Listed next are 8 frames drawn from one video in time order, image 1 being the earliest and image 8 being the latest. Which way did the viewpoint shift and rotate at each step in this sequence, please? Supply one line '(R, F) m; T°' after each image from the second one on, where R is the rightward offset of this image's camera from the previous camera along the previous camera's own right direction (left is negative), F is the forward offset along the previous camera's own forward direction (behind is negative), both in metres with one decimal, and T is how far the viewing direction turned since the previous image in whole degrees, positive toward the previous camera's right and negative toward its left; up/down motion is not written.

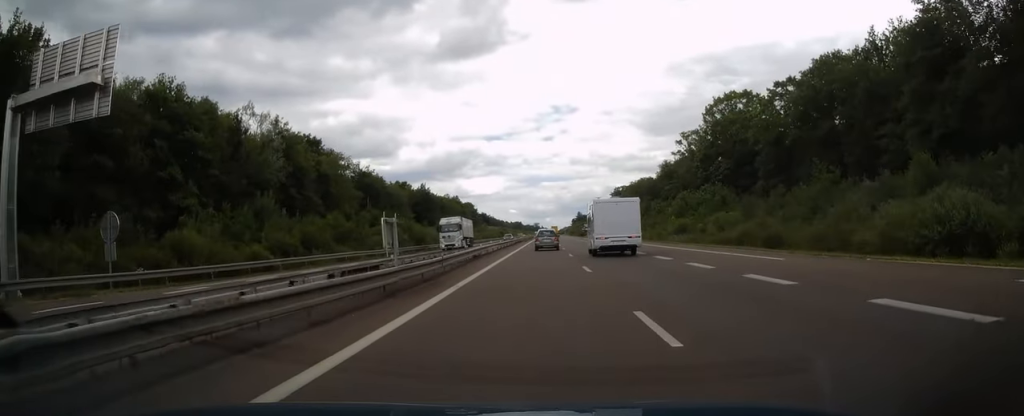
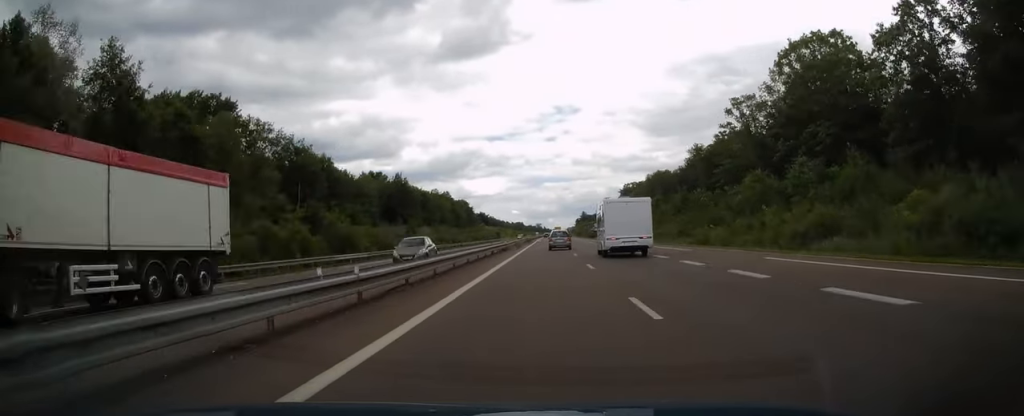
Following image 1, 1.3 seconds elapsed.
(+0.1, +35.8) m; 0°
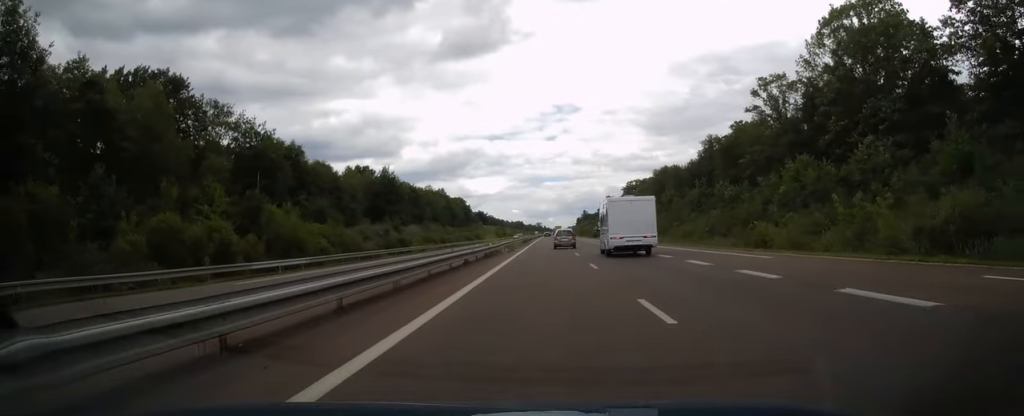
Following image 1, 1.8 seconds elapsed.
(-0.1, +13.2) m; 0°
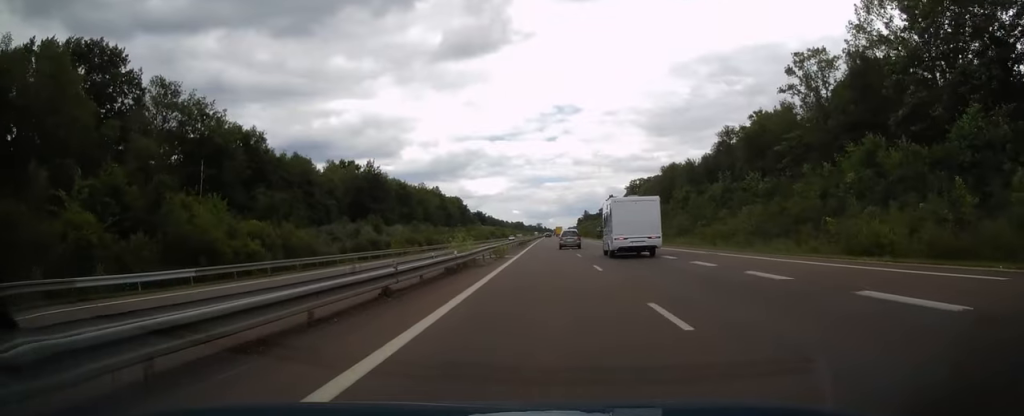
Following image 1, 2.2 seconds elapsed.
(-0.1, +13.3) m; 0°
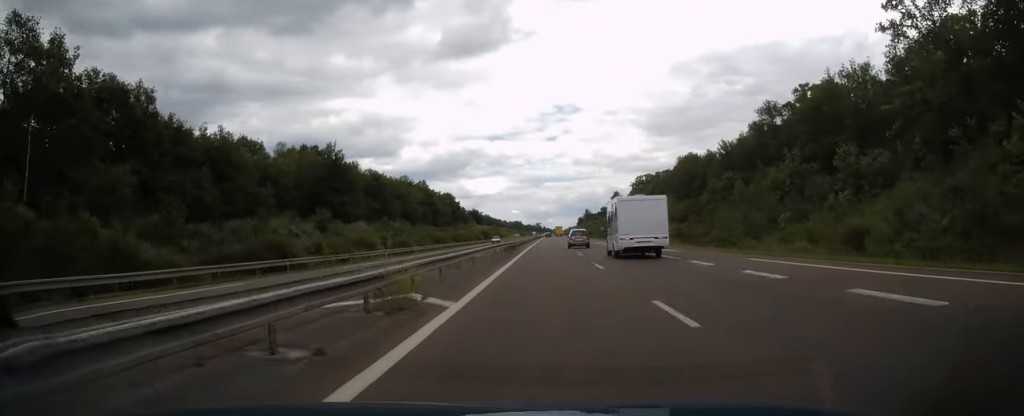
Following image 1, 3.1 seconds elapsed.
(+0.1, +25.5) m; 0°
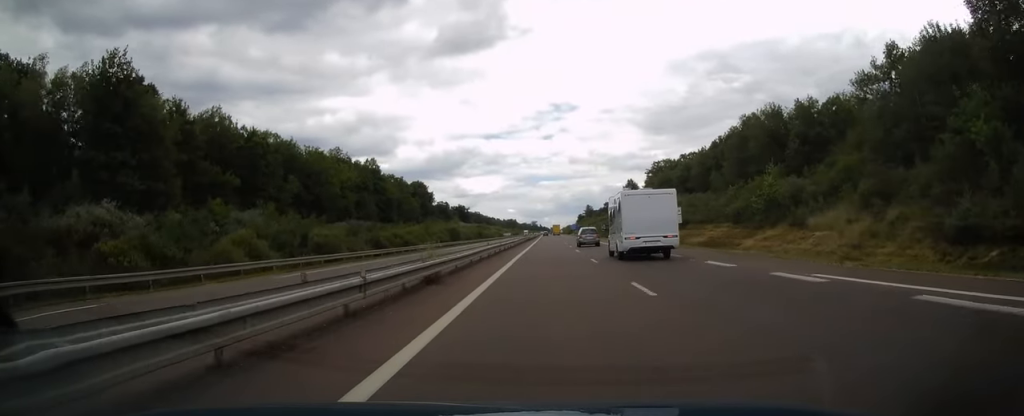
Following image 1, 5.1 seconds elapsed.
(+0.1, +60.7) m; 0°
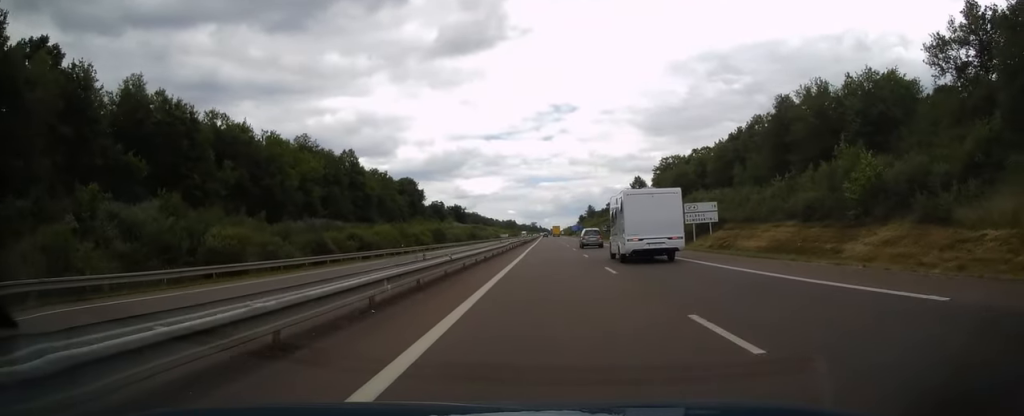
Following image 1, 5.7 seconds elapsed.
(0.0, +18.4) m; 0°
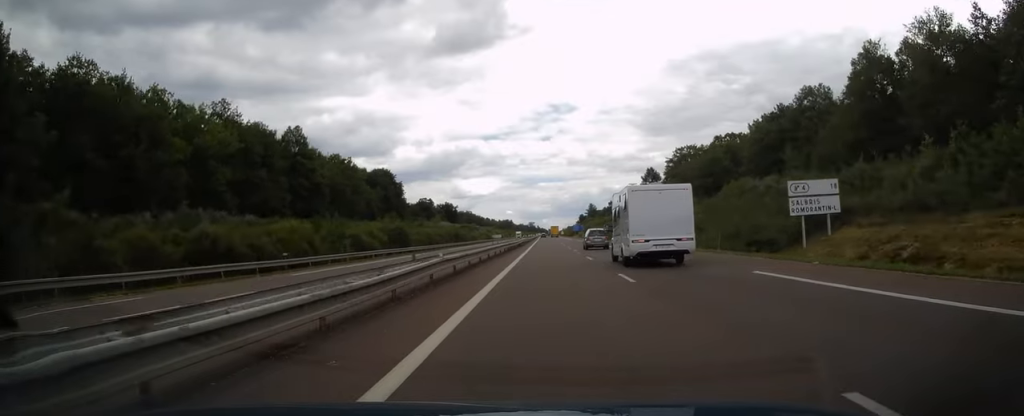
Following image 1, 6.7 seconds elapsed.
(0.0, +30.1) m; 0°
